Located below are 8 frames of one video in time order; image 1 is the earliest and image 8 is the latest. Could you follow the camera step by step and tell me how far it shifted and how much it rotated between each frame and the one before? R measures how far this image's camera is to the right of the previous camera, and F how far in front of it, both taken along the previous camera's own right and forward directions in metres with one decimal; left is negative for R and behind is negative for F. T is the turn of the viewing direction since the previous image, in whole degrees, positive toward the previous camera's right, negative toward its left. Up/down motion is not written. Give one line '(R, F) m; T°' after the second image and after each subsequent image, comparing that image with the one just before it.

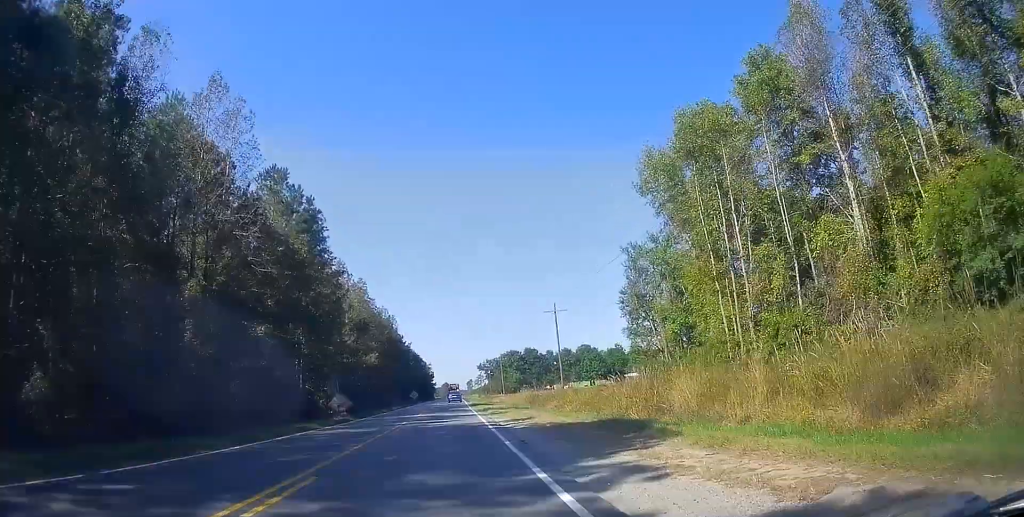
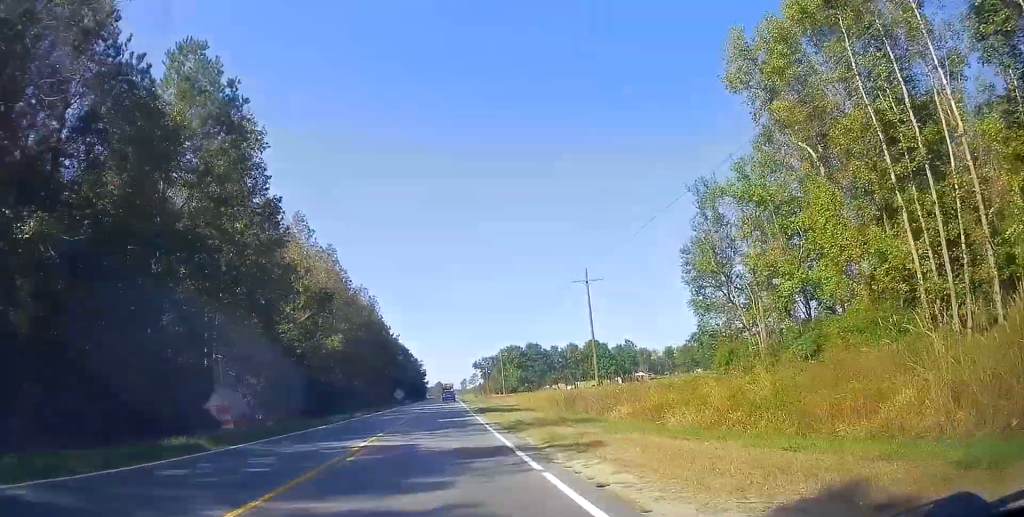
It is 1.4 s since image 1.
(+0.3, +18.1) m; +2°
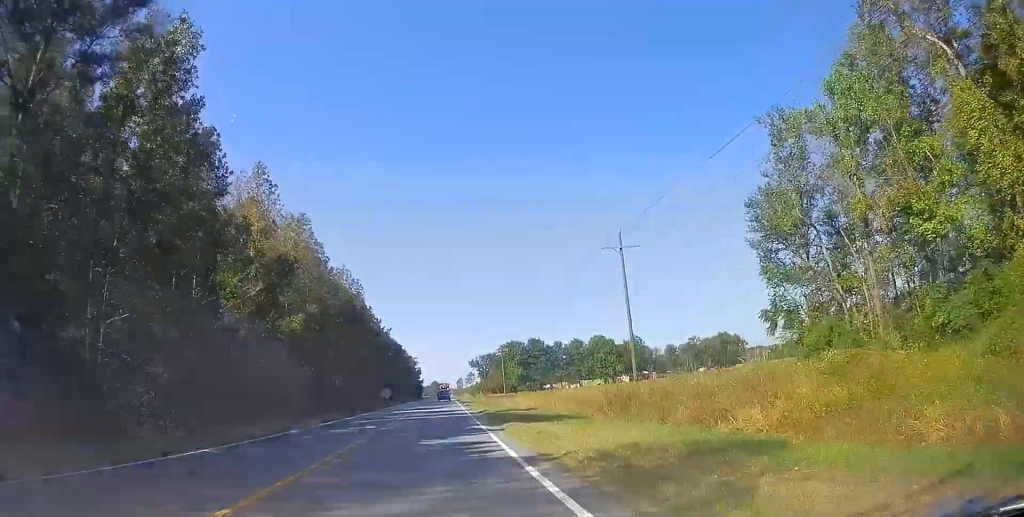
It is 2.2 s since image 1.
(0.0, +11.6) m; -2°
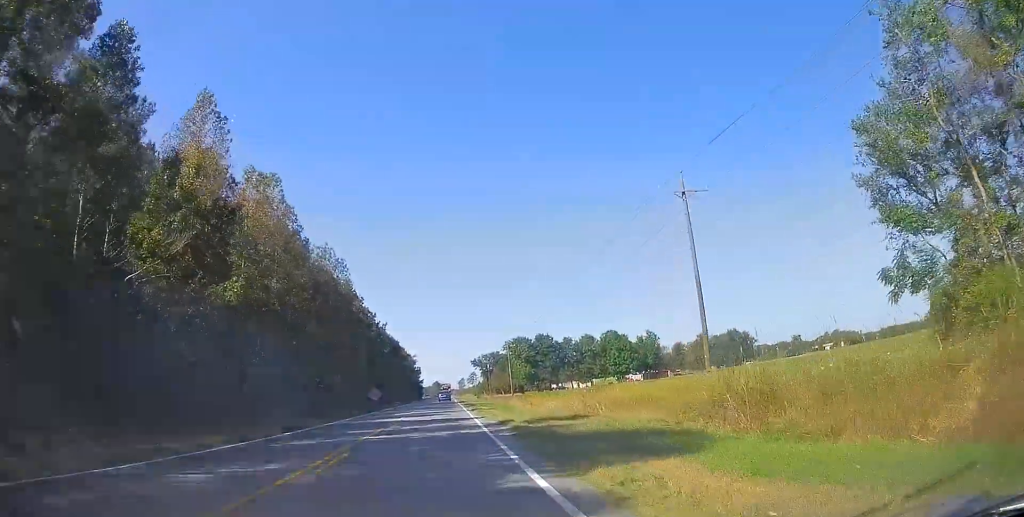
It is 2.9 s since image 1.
(-0.3, +11.4) m; 0°
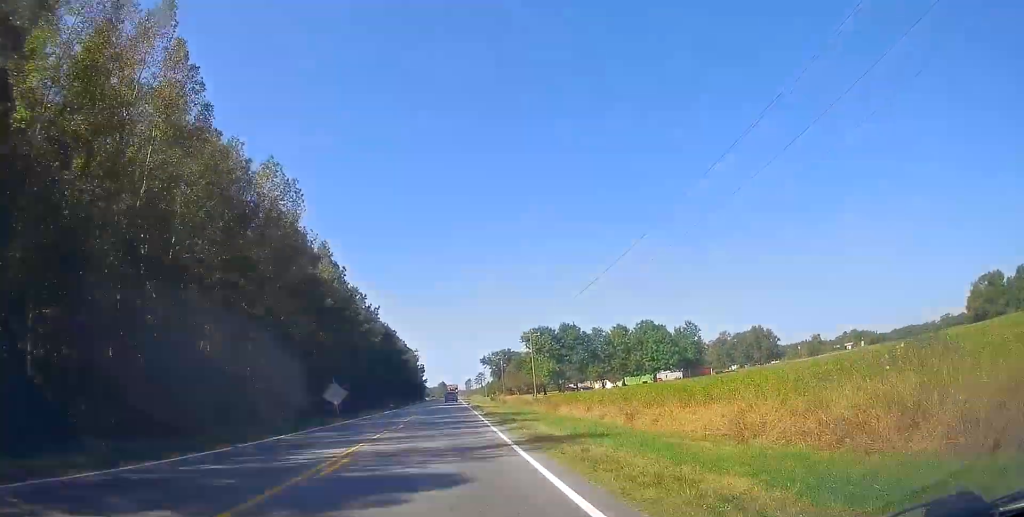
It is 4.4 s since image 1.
(+0.3, +23.0) m; +2°
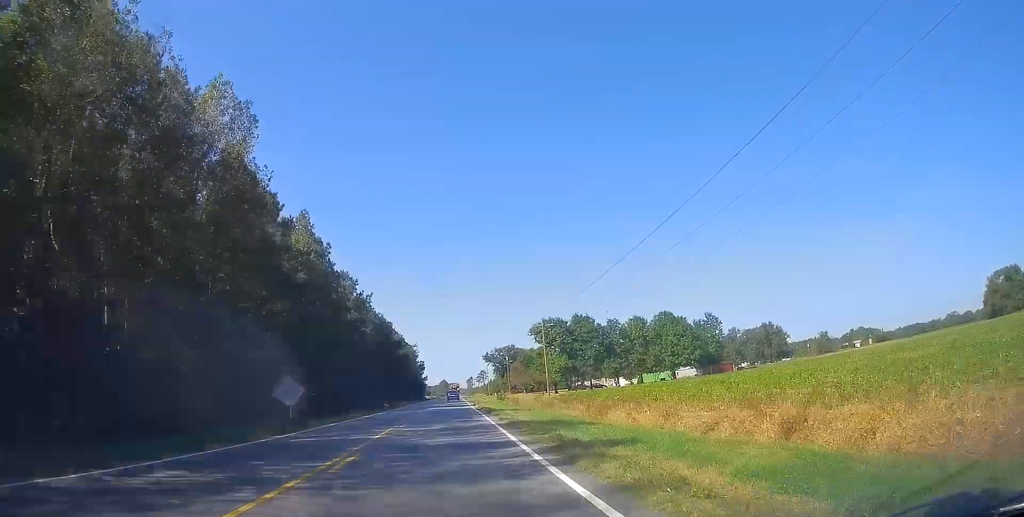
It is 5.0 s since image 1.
(0.0, +10.8) m; -1°
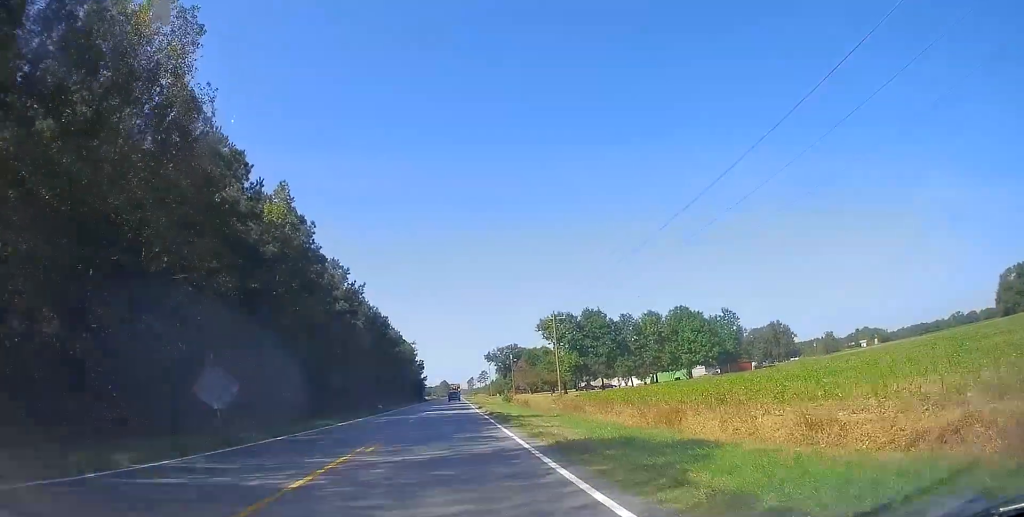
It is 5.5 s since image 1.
(0.0, +8.2) m; -1°
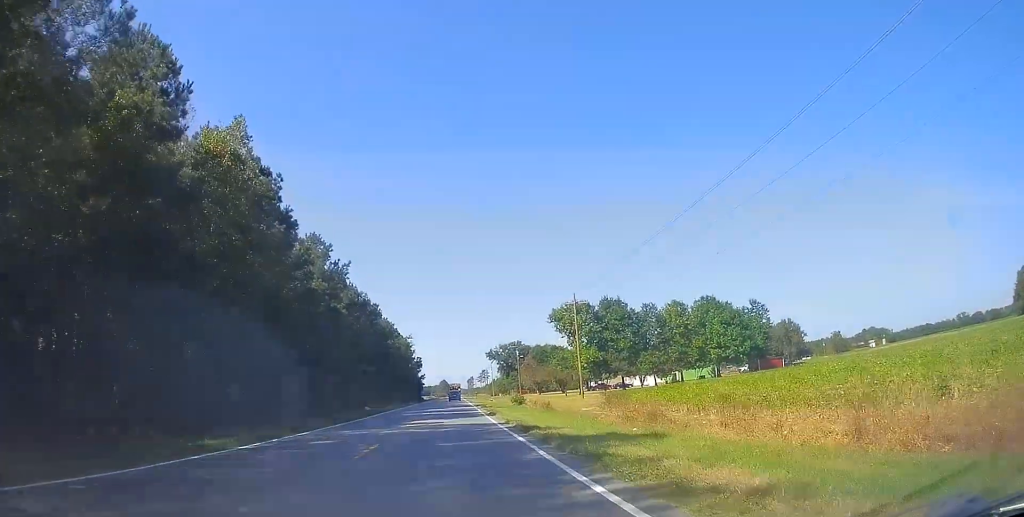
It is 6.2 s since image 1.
(-0.4, +12.5) m; -1°
